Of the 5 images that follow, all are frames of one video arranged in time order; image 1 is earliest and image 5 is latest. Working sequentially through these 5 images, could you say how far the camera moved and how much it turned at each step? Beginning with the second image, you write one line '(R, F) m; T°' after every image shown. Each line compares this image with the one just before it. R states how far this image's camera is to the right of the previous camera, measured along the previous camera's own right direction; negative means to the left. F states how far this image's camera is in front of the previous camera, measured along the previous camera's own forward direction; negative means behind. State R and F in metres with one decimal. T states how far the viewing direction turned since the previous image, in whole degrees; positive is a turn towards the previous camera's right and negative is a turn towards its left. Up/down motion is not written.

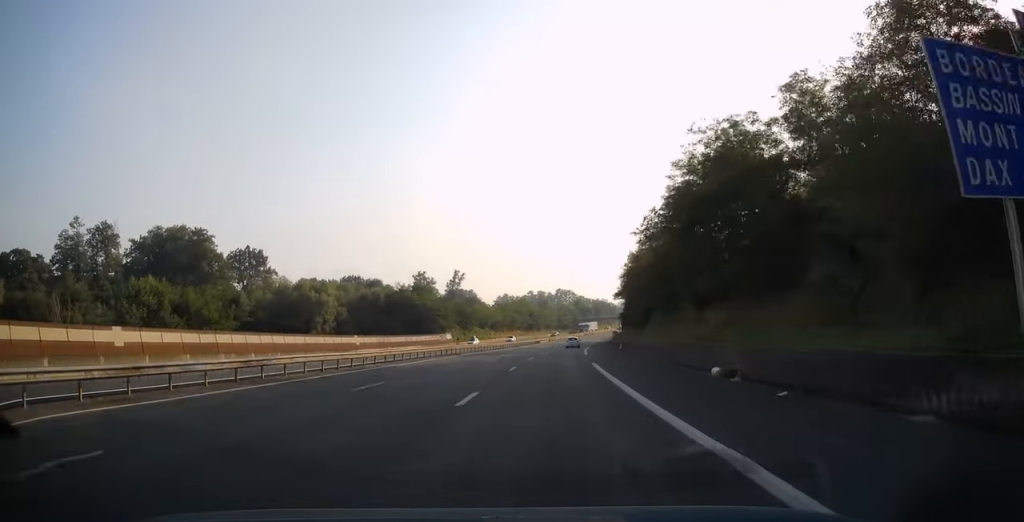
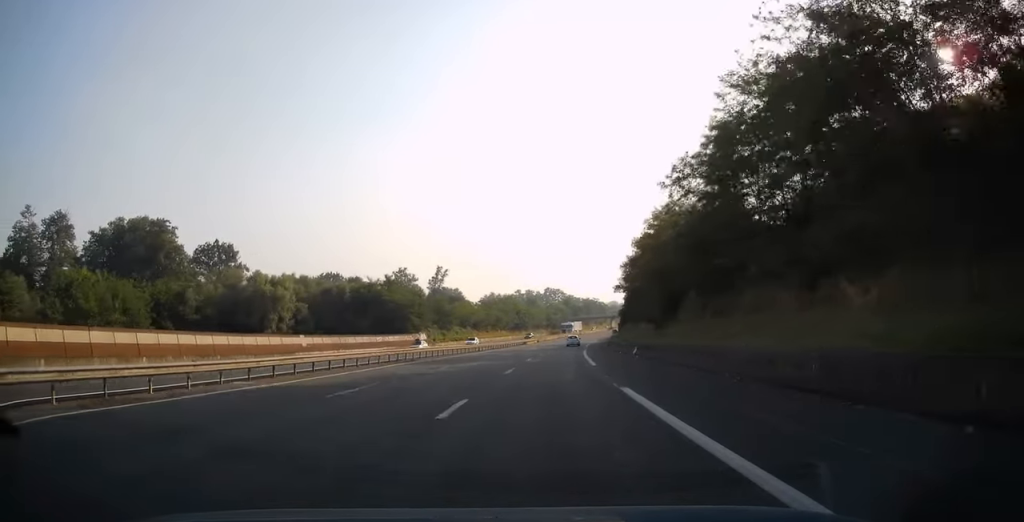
(+0.1, +14.9) m; +1°
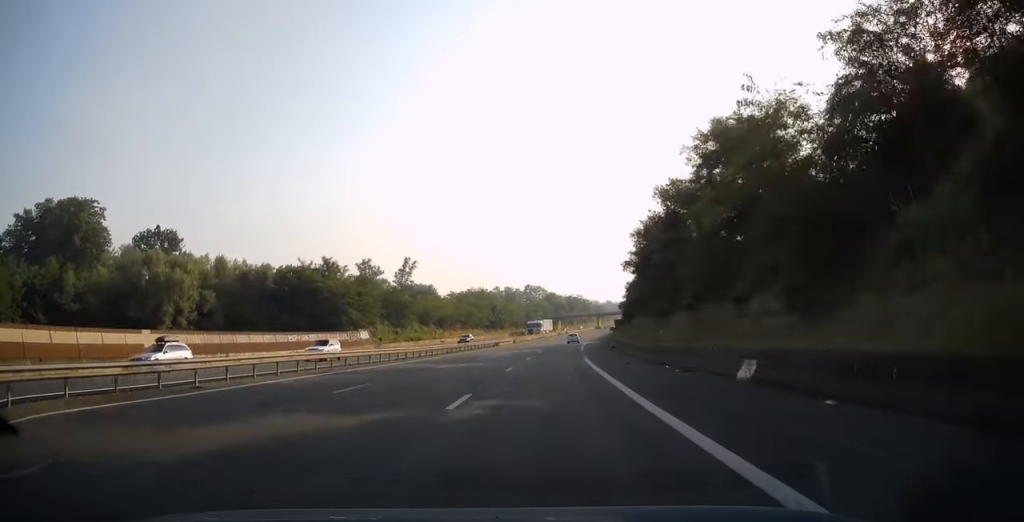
(+0.3, +25.3) m; +2°
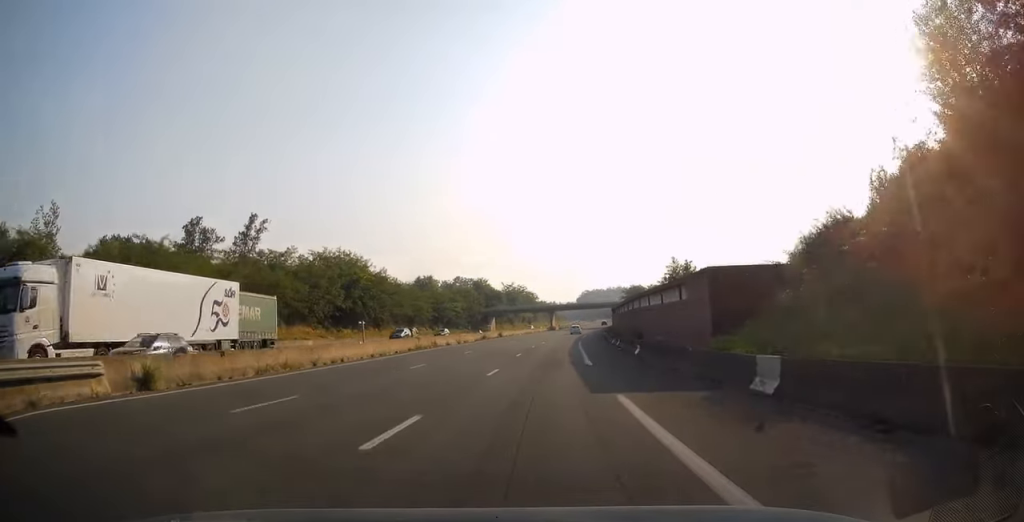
(+4.9, +82.3) m; +6°
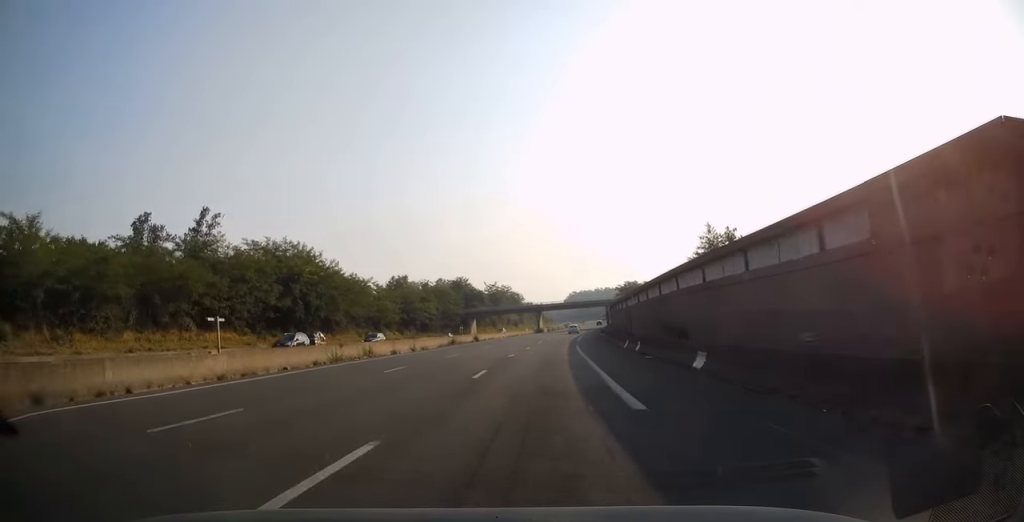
(+0.2, +15.7) m; +1°
